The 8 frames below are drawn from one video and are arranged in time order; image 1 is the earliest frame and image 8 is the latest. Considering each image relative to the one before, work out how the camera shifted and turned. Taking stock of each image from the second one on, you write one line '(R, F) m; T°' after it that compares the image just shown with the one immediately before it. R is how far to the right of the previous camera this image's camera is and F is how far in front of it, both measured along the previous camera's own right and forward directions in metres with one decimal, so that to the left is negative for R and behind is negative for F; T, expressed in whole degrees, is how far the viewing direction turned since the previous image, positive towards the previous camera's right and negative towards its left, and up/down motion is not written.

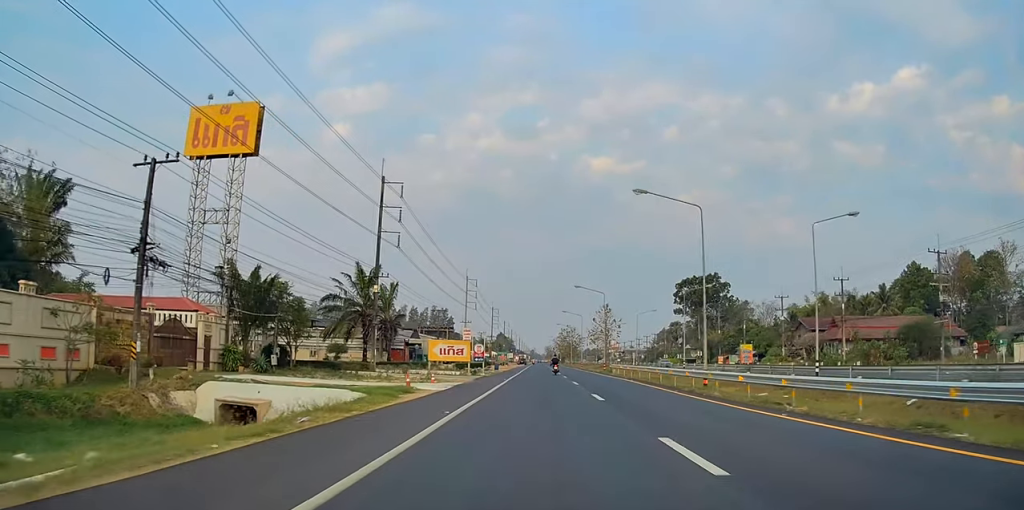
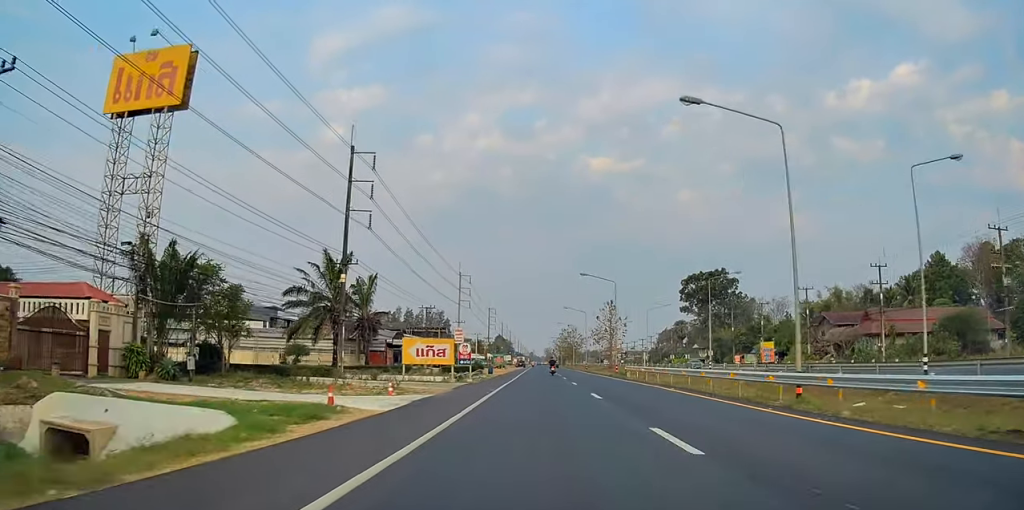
(0.0, +11.0) m; 0°
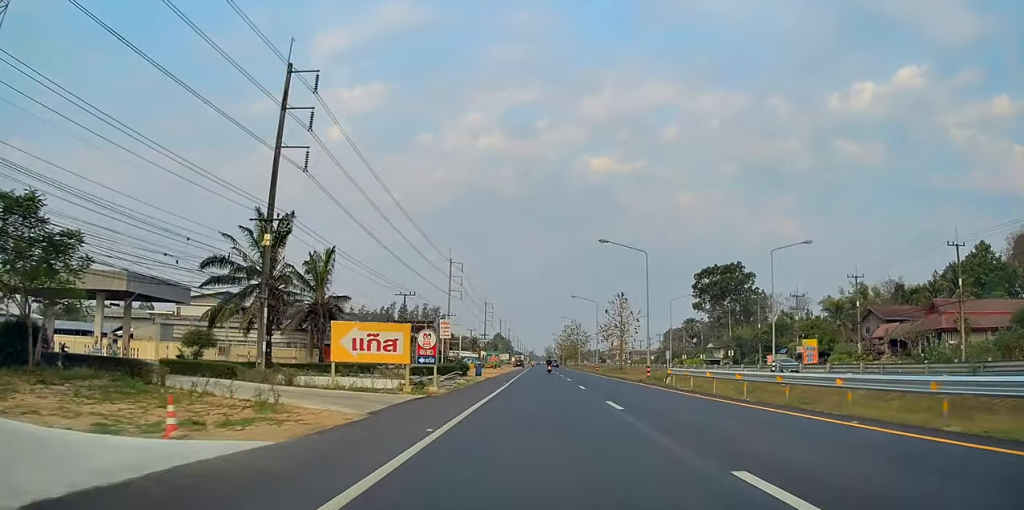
(-0.2, +16.1) m; -1°
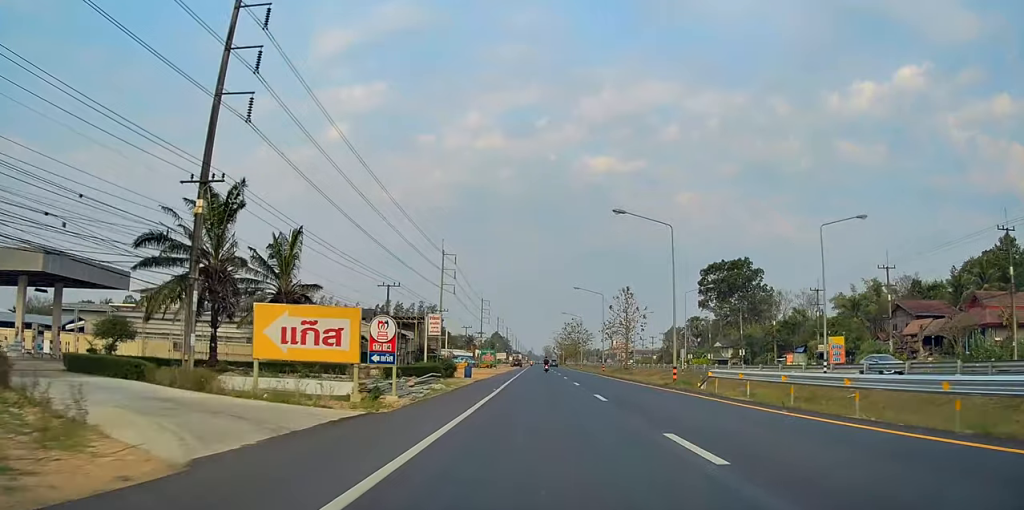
(0.0, +8.4) m; 0°
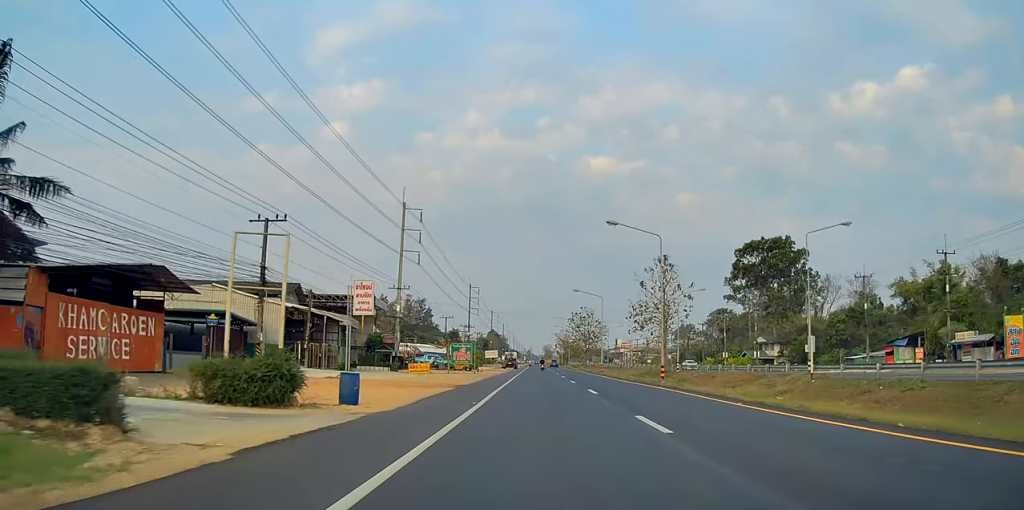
(+0.3, +33.2) m; +1°
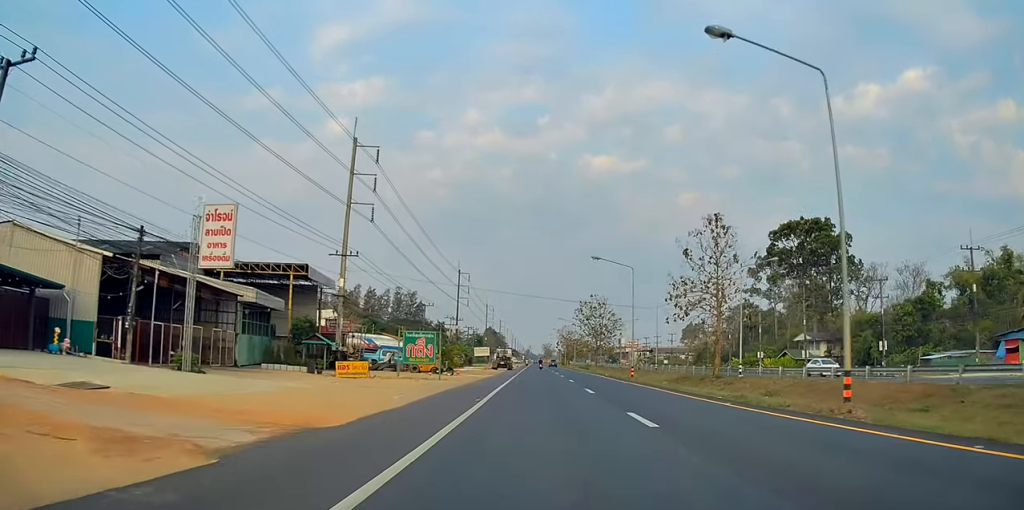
(0.0, +23.1) m; 0°
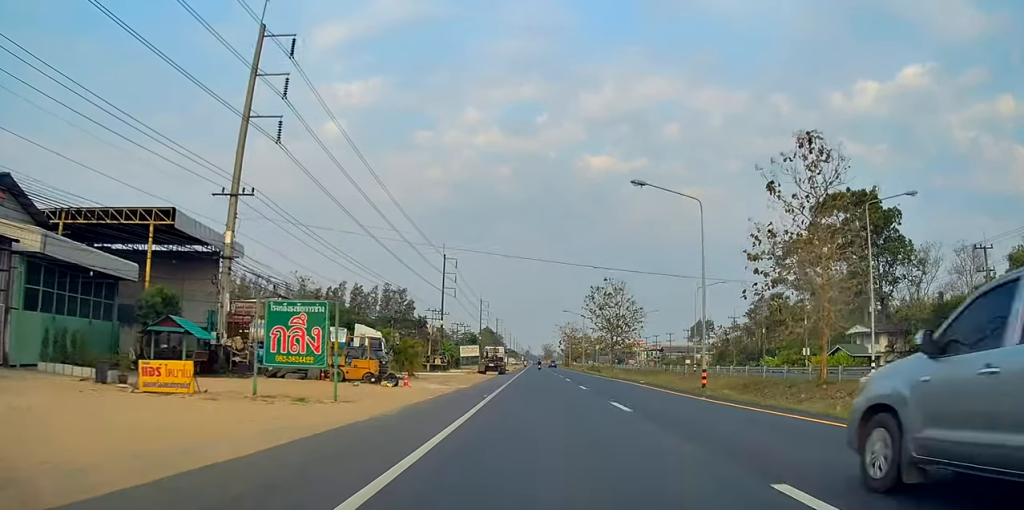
(-0.1, +21.6) m; +1°
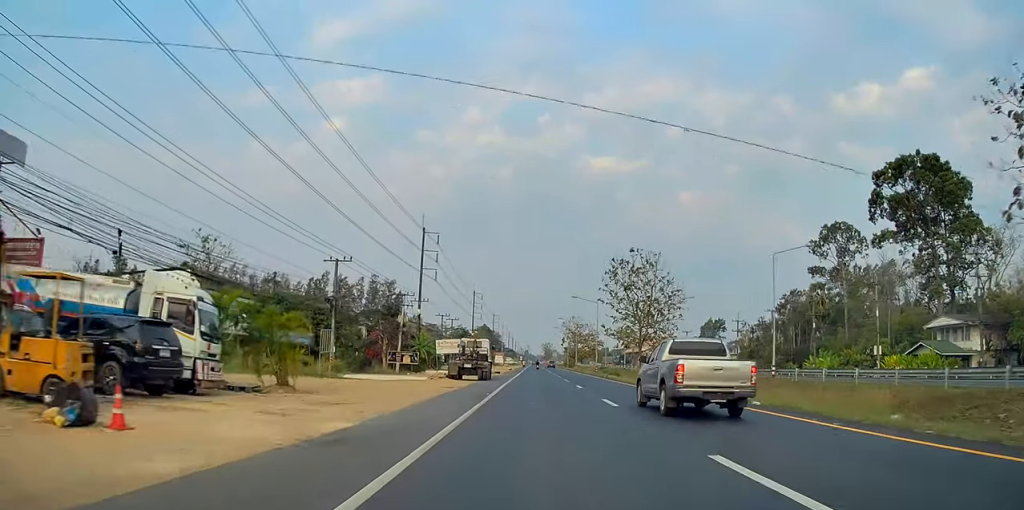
(+0.5, +22.6) m; +1°
